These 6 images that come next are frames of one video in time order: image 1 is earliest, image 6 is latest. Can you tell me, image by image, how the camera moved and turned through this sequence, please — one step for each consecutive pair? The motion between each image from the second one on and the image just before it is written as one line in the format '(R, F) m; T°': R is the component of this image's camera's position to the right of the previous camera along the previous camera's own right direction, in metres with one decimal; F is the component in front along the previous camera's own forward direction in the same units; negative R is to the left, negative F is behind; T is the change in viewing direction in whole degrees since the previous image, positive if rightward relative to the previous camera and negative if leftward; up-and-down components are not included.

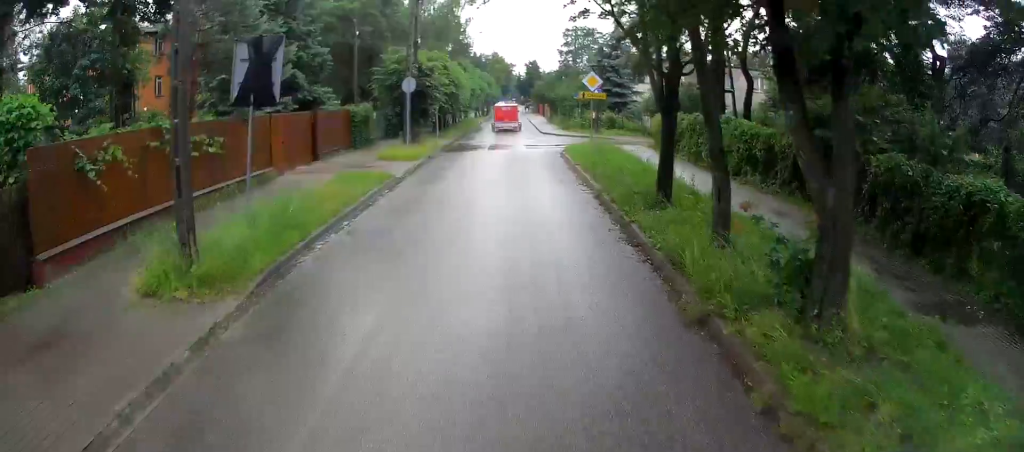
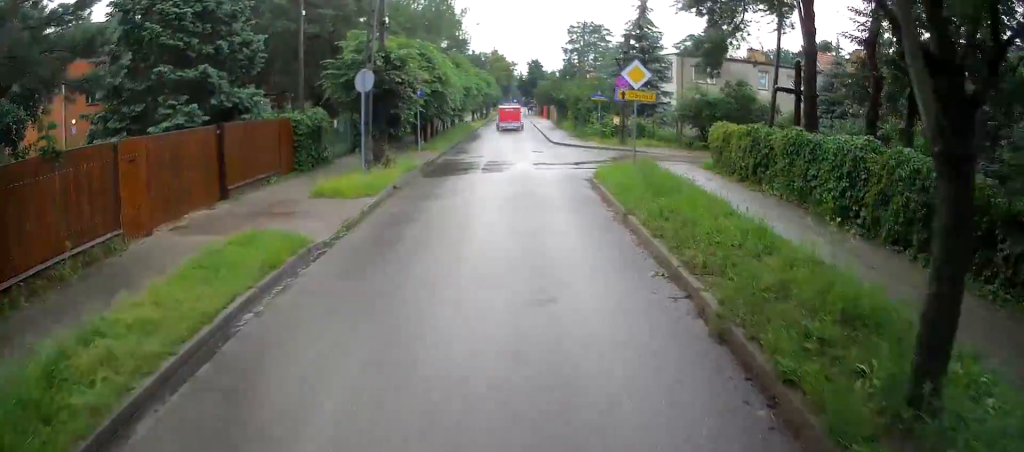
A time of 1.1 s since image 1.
(+0.1, +7.4) m; +1°
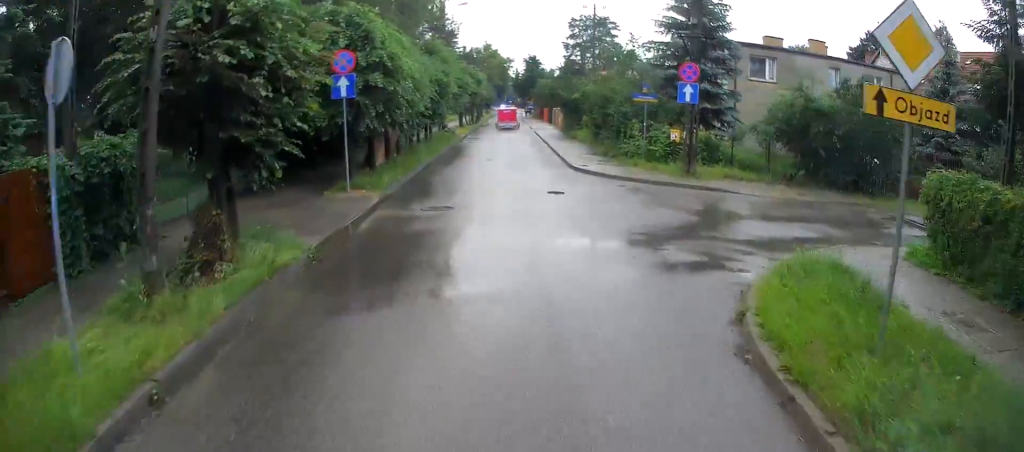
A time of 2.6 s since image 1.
(+0.1, +10.8) m; +2°
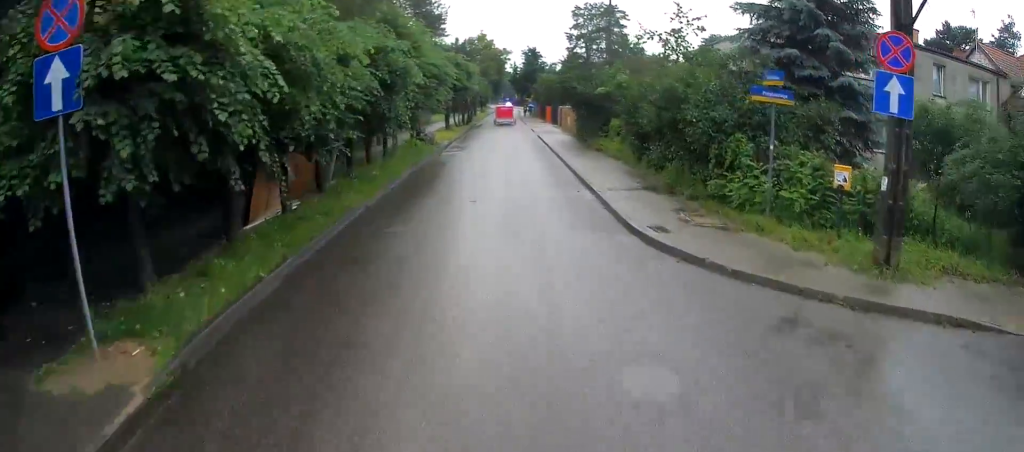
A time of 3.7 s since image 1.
(+0.1, +9.5) m; 0°
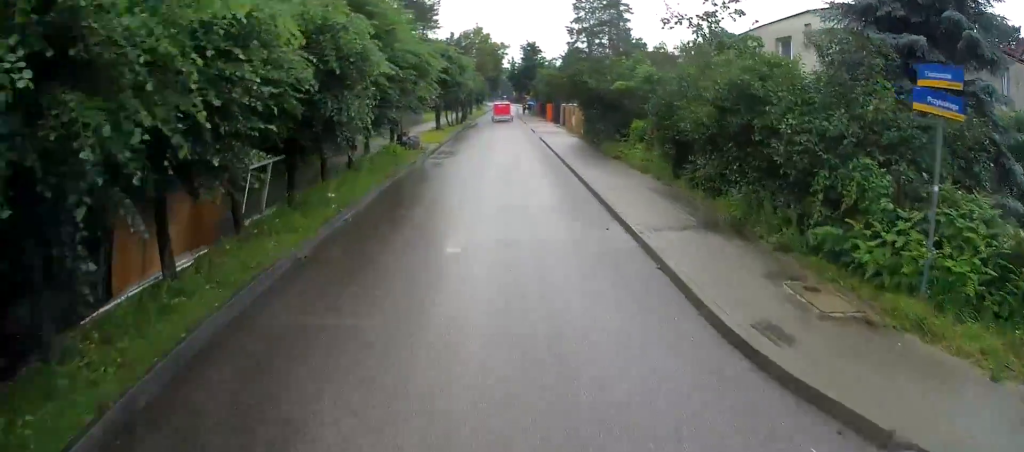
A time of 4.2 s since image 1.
(-0.1, +4.2) m; 0°
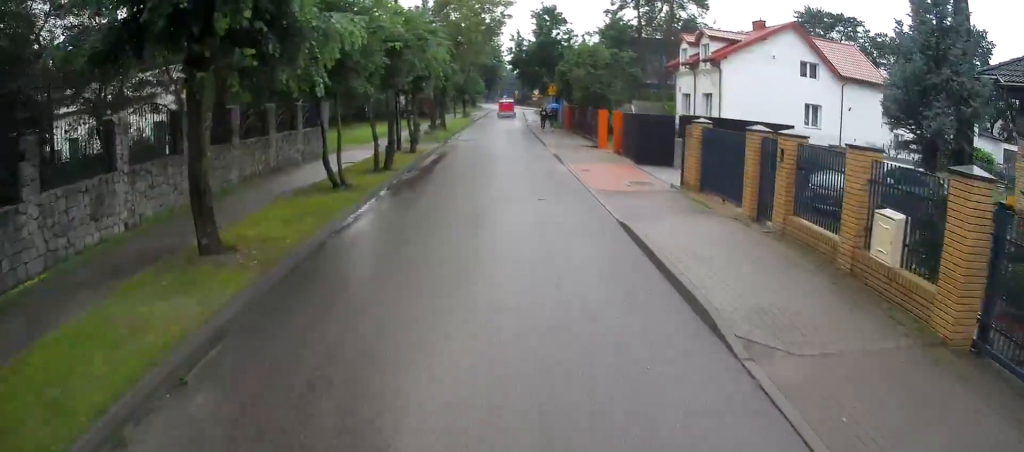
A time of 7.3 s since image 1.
(+1.0, +31.9) m; +1°
